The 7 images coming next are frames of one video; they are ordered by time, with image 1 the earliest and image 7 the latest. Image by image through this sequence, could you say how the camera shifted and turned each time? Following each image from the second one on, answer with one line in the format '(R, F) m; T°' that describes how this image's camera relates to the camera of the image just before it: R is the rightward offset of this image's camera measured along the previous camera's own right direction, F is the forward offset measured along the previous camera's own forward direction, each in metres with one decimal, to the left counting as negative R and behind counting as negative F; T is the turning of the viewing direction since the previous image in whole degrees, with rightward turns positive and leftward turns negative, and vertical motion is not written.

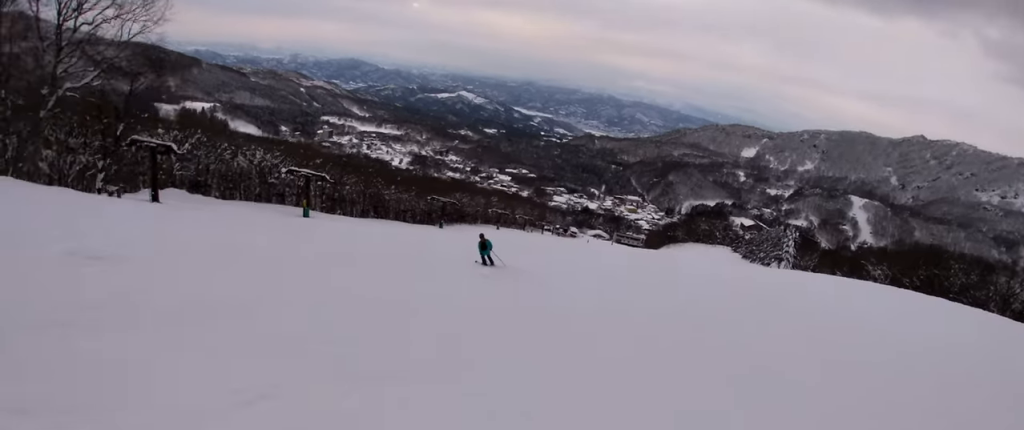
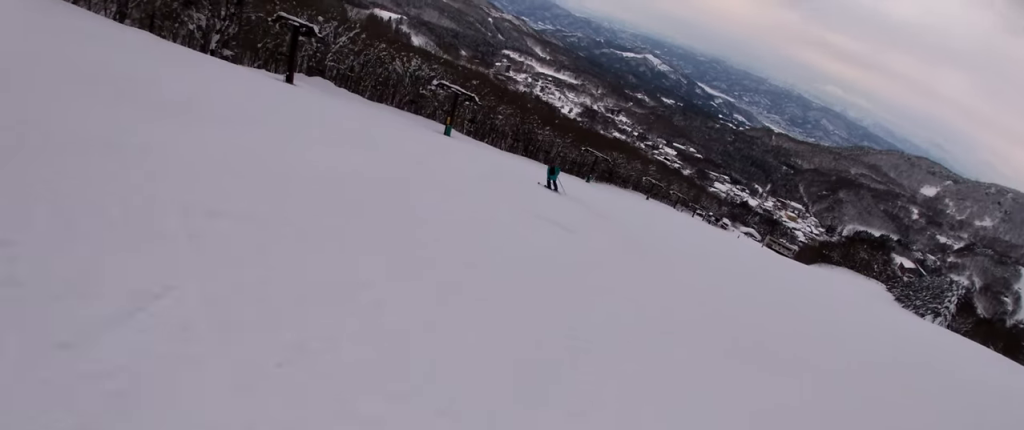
(0.0, +4.7) m; -10°
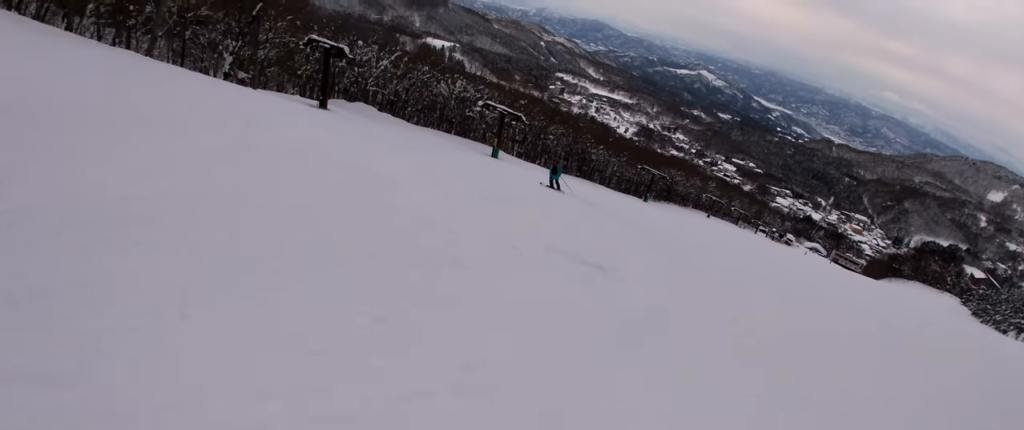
(0.0, +3.5) m; -7°
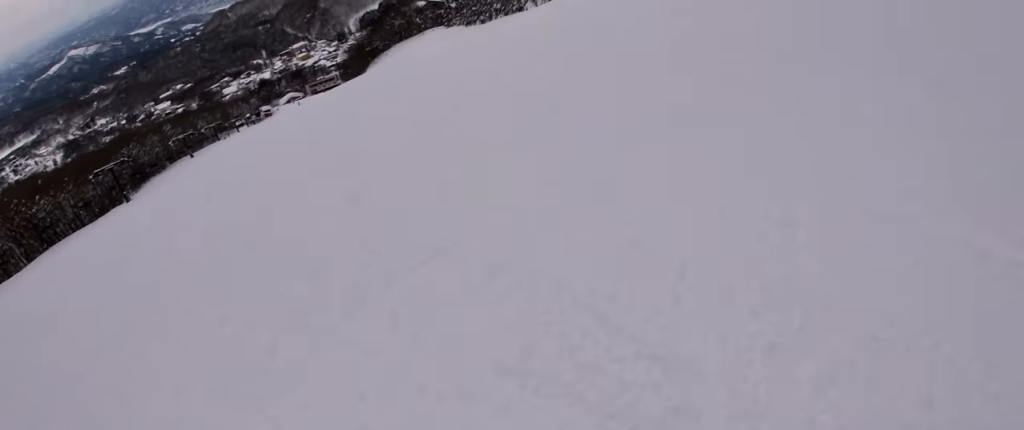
(+0.6, +15.3) m; +25°
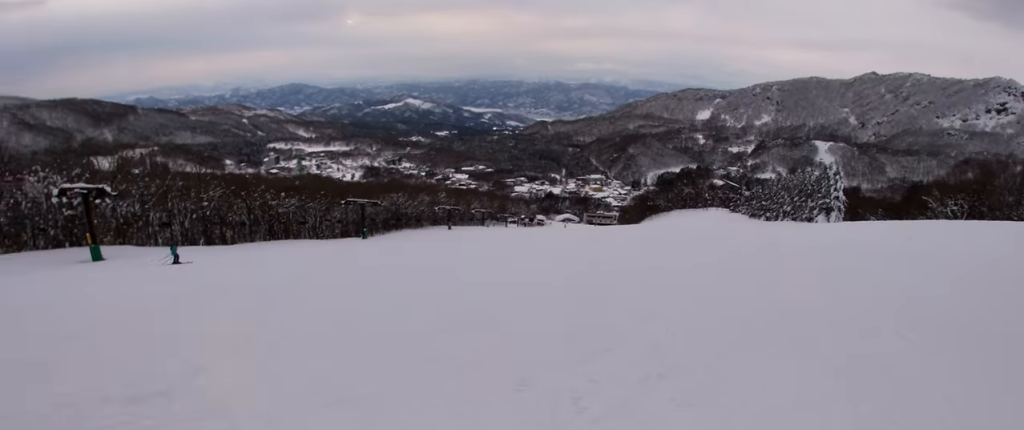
(+0.2, +9.5) m; -9°
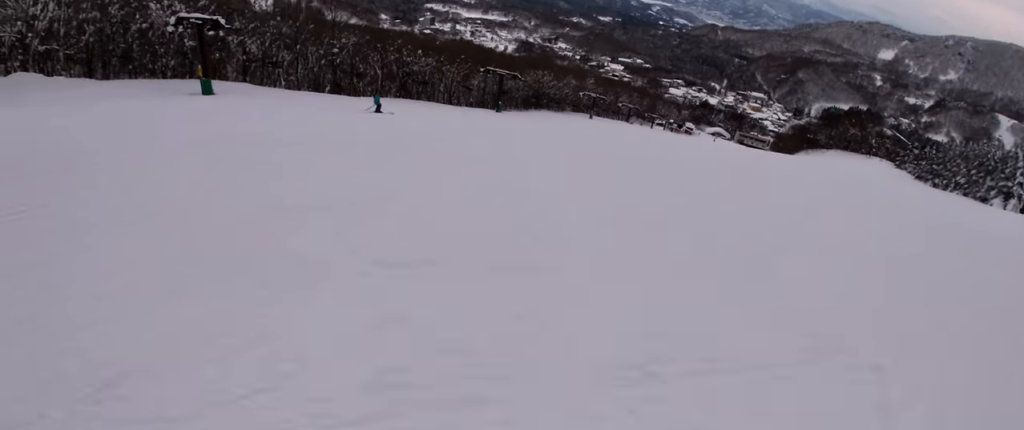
(-0.2, +4.3) m; -10°
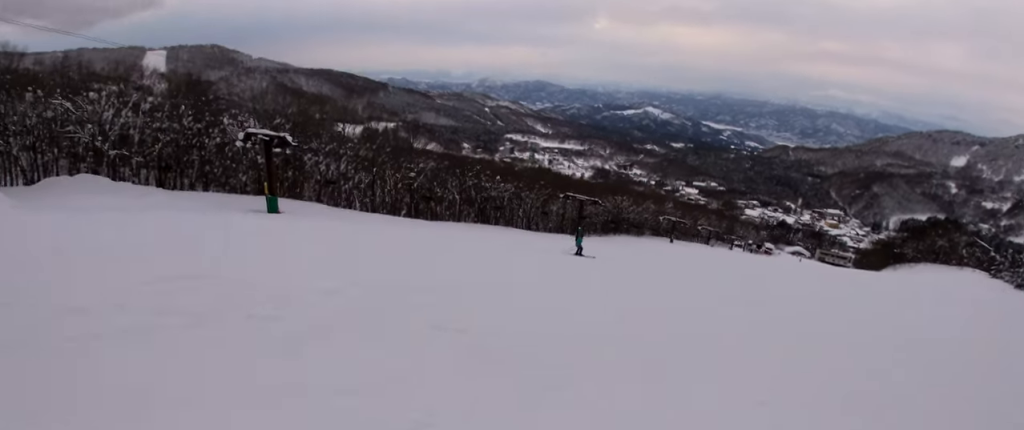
(-0.8, +5.4) m; -10°
